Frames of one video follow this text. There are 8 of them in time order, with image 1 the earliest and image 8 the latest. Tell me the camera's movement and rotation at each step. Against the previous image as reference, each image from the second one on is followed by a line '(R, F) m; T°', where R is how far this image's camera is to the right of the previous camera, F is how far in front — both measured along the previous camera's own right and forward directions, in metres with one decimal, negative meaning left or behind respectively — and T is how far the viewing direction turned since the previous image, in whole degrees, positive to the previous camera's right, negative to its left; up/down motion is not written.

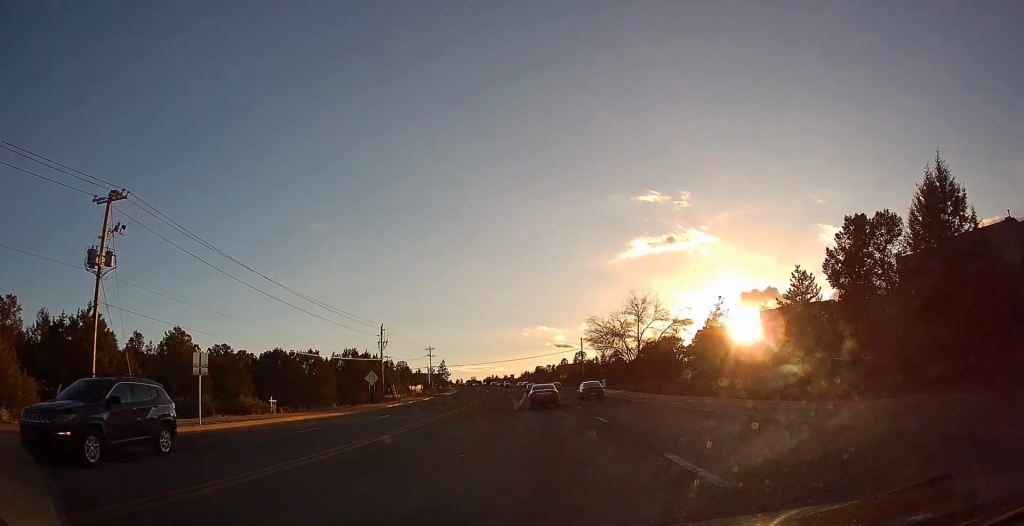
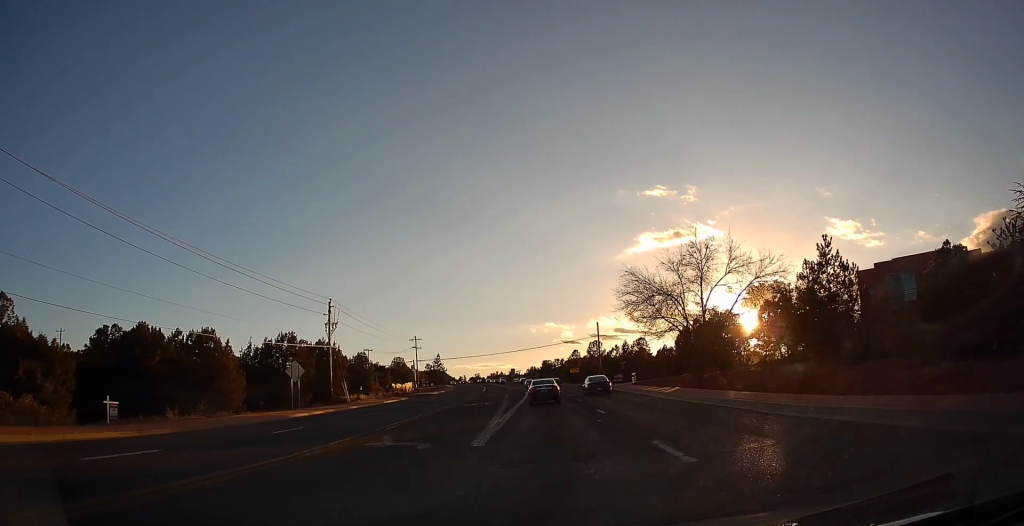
(0.0, +23.6) m; +1°
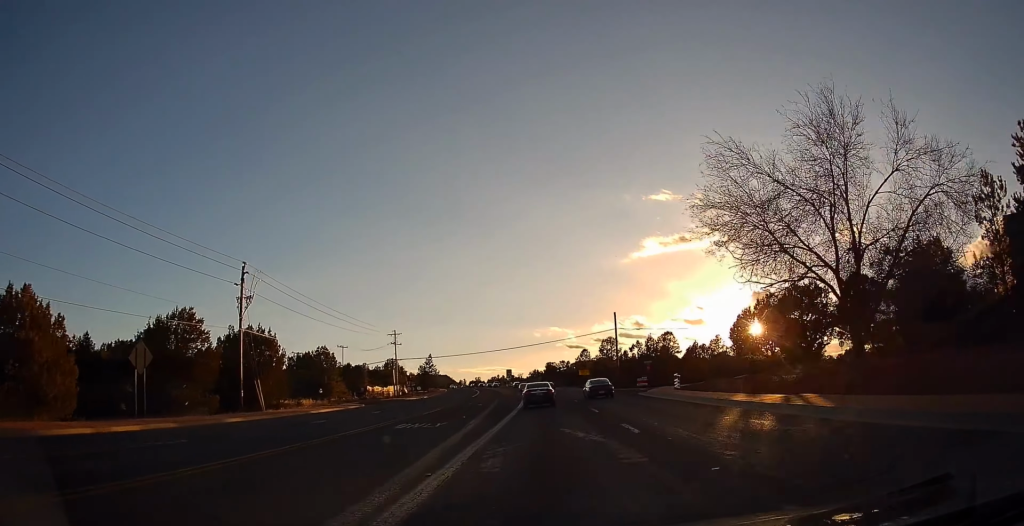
(+0.3, +20.0) m; +1°
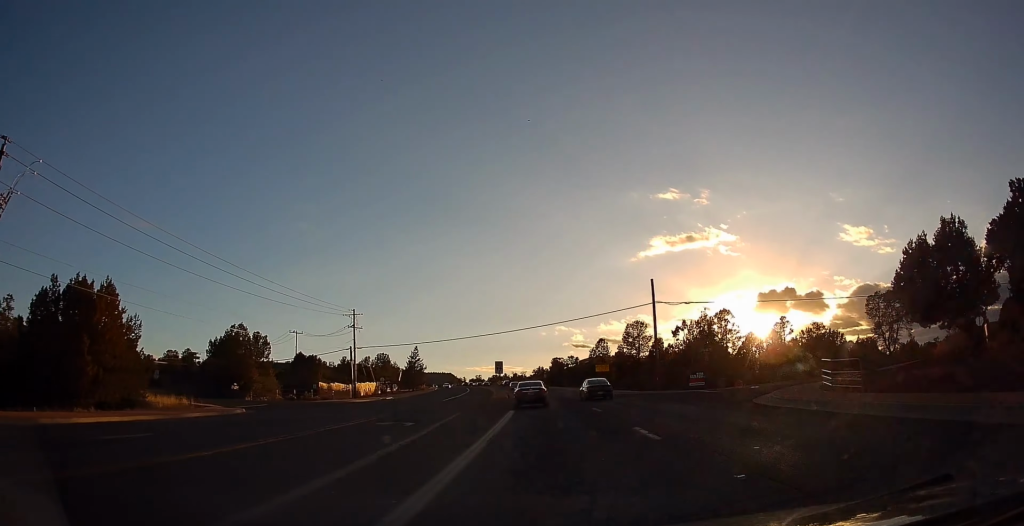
(-0.2, +25.4) m; -1°
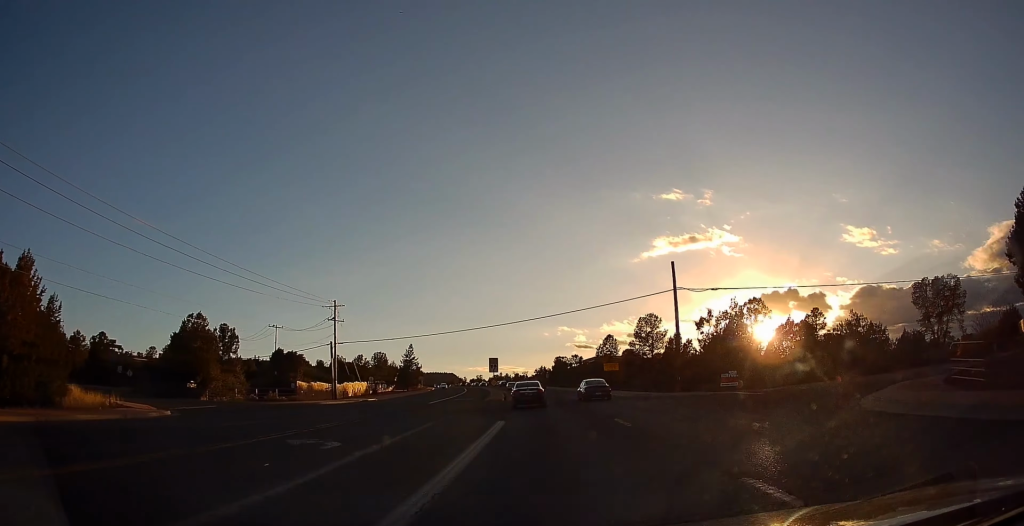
(-0.1, +8.4) m; 0°
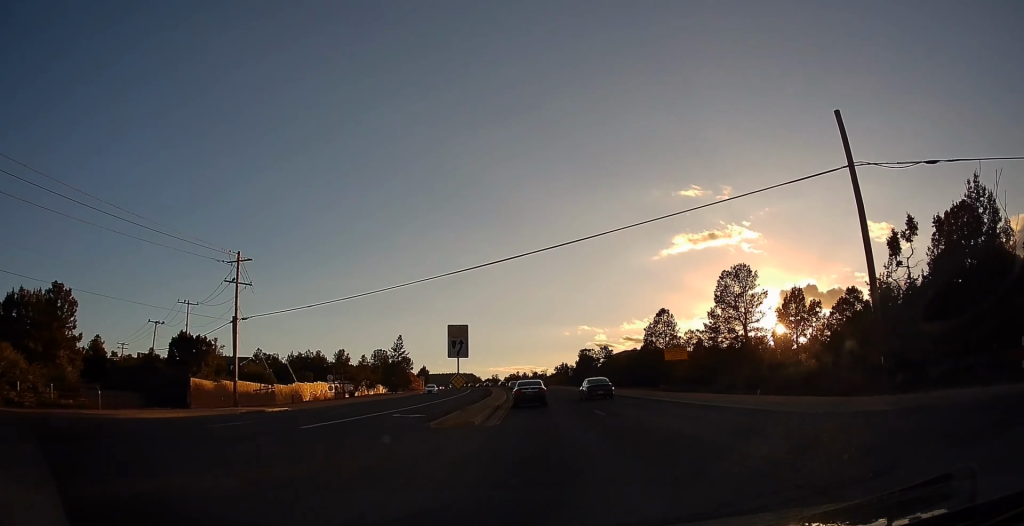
(0.0, +27.9) m; -3°
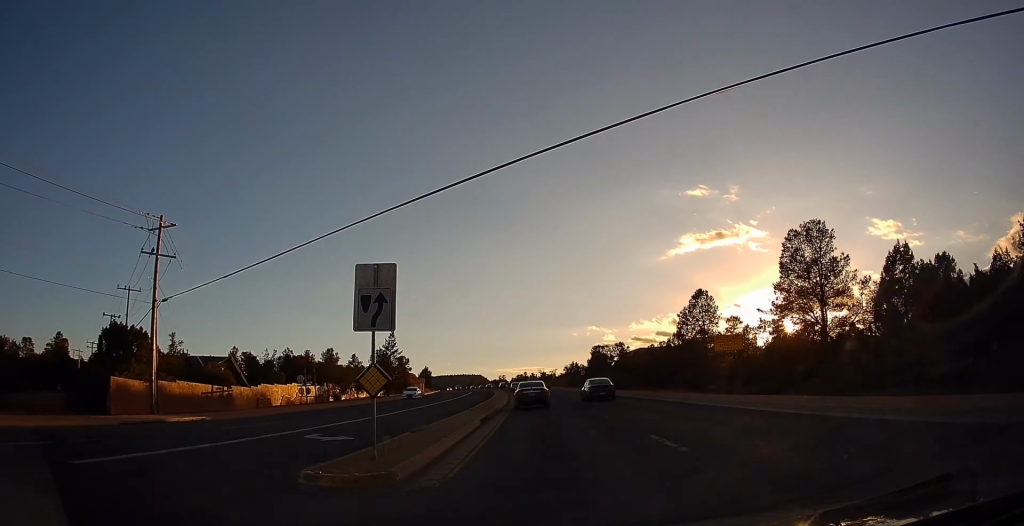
(-0.7, +11.7) m; -1°
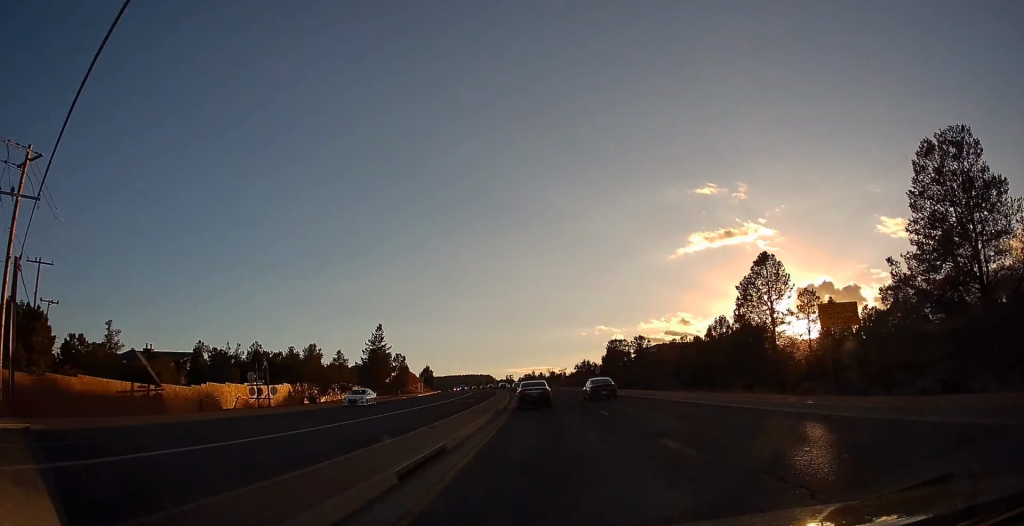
(+0.1, +12.8) m; -1°
